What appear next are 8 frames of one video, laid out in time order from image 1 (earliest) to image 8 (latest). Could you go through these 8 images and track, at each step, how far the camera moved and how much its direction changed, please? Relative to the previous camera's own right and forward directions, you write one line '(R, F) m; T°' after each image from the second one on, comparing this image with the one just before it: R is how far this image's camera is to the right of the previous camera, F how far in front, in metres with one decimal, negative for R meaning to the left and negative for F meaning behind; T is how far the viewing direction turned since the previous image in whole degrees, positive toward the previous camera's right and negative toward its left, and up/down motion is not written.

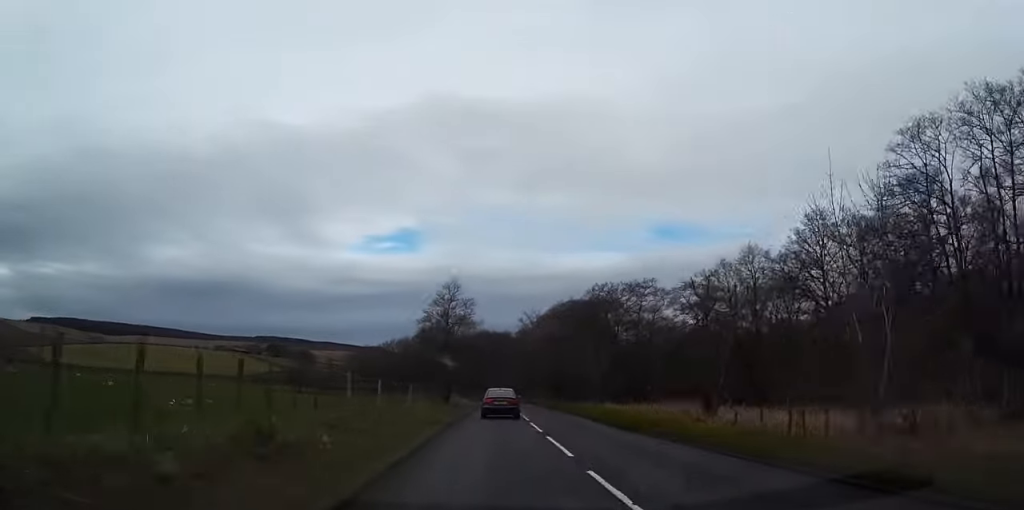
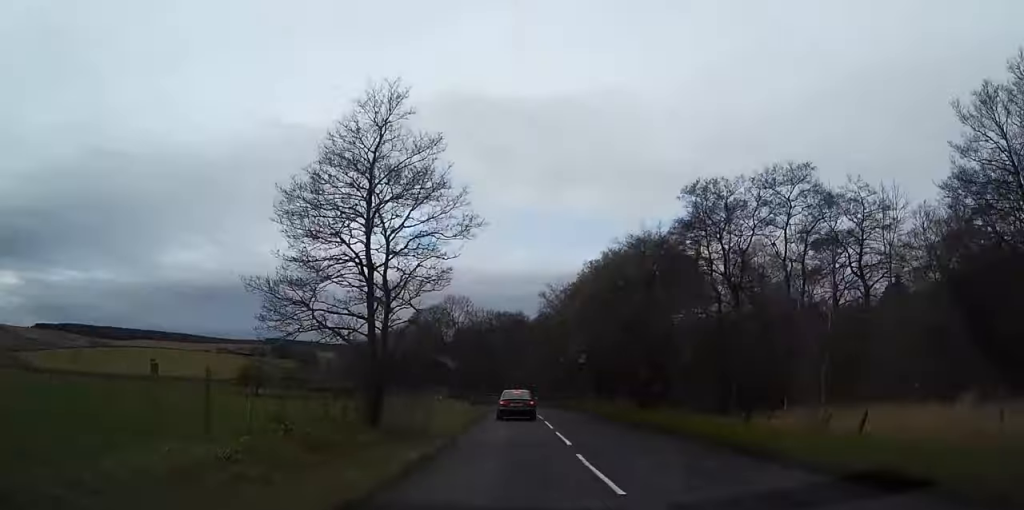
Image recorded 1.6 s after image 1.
(-0.6, +32.5) m; -2°
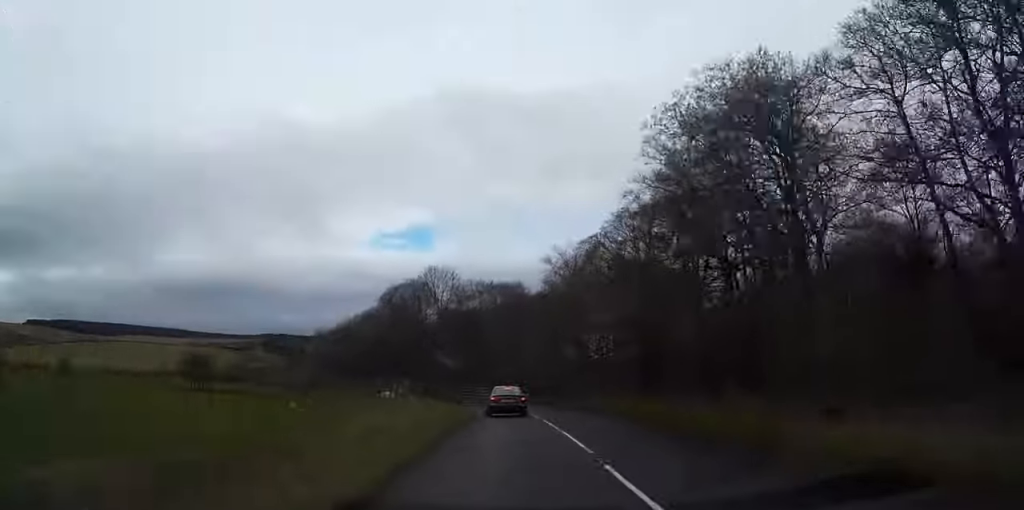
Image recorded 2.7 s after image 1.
(0.0, +21.3) m; 0°
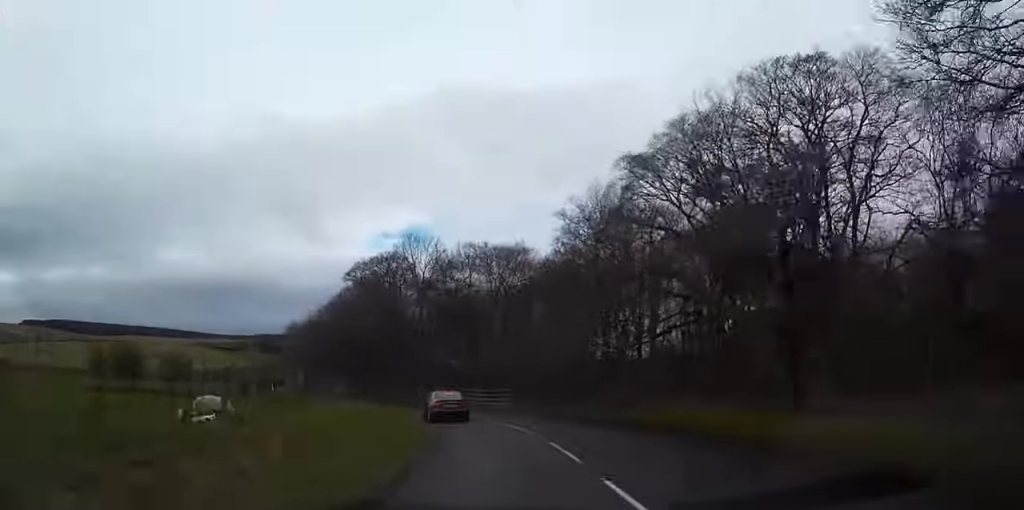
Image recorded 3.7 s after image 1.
(-0.1, +19.7) m; -1°
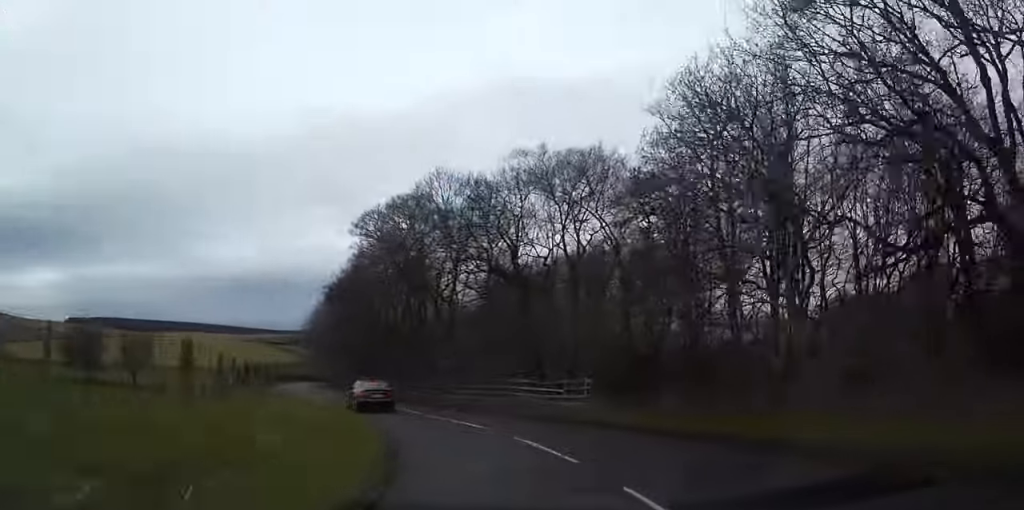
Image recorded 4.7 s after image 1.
(-0.3, +19.9) m; -5°
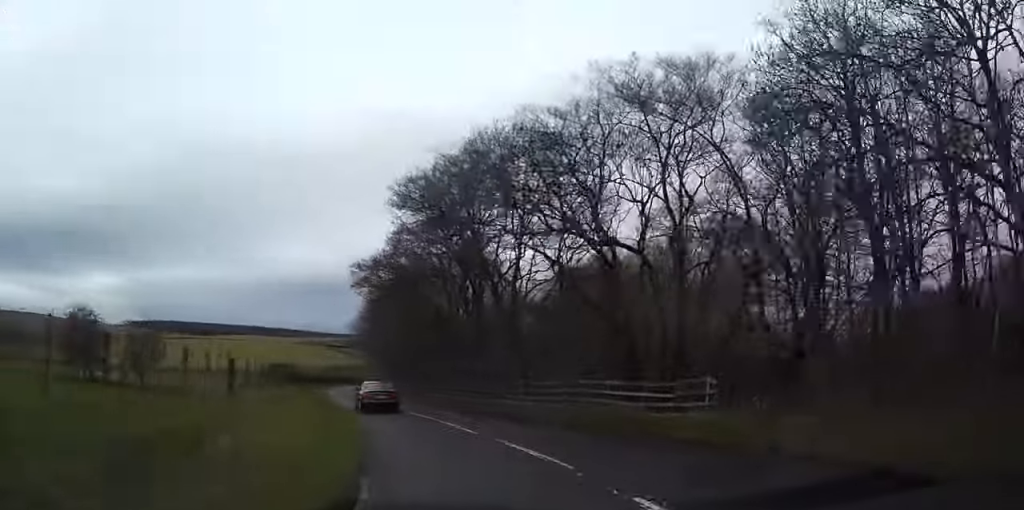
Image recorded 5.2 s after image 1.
(-0.6, +9.4) m; -5°
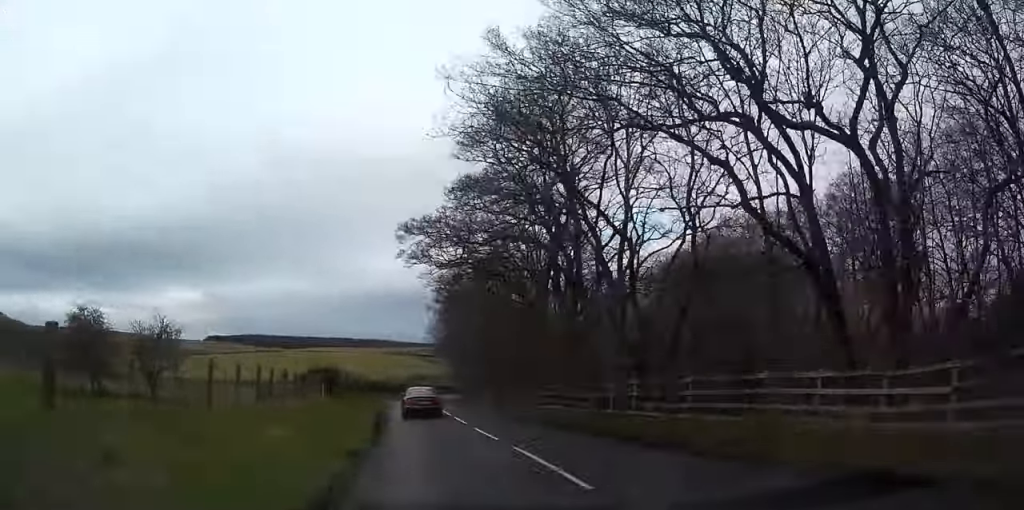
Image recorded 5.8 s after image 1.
(0.0, +10.6) m; -6°
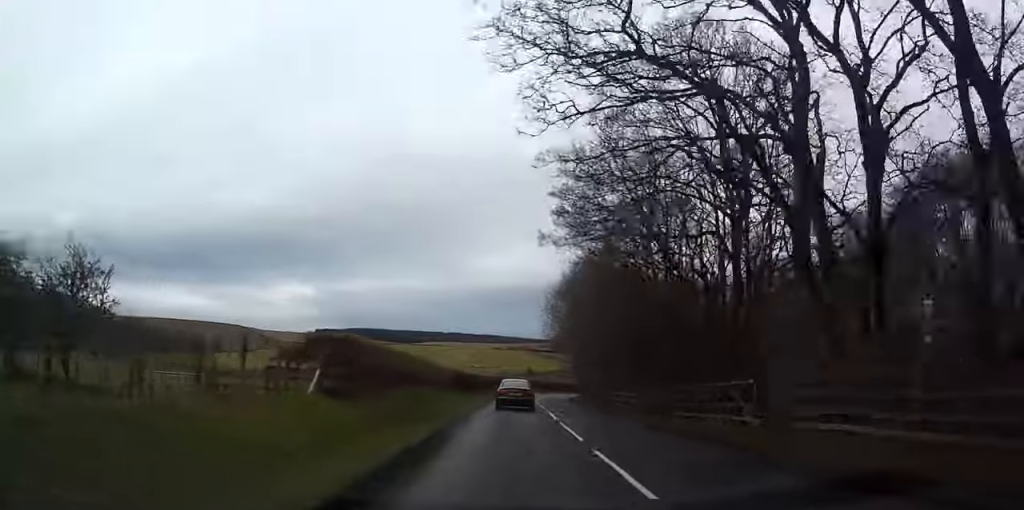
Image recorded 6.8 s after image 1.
(-2.0, +19.3) m; -8°
